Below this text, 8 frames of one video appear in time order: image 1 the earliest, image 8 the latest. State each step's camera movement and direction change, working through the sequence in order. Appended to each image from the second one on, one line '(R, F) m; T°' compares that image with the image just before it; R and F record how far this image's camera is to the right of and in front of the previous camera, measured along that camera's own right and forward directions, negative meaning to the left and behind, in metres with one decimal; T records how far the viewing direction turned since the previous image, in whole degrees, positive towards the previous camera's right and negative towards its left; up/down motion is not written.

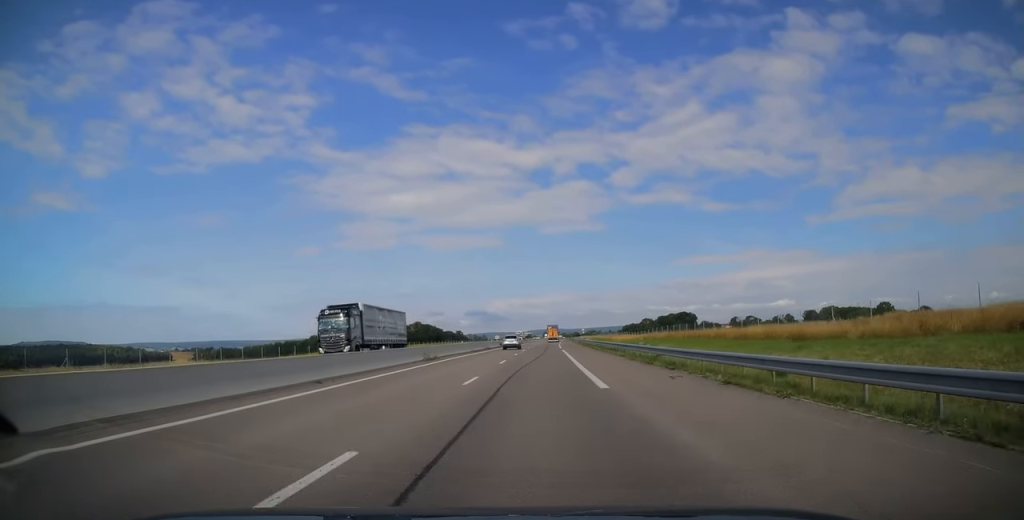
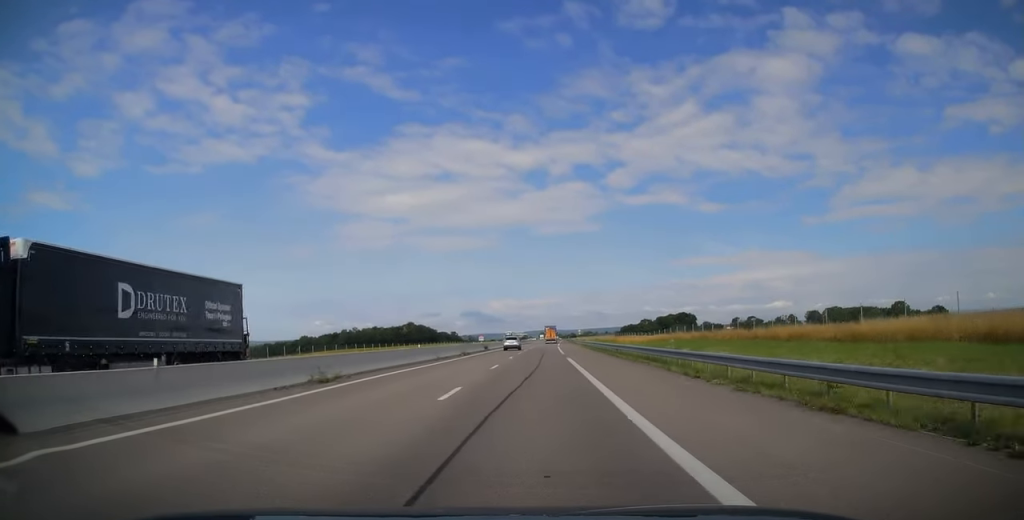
(+0.2, +16.7) m; +1°
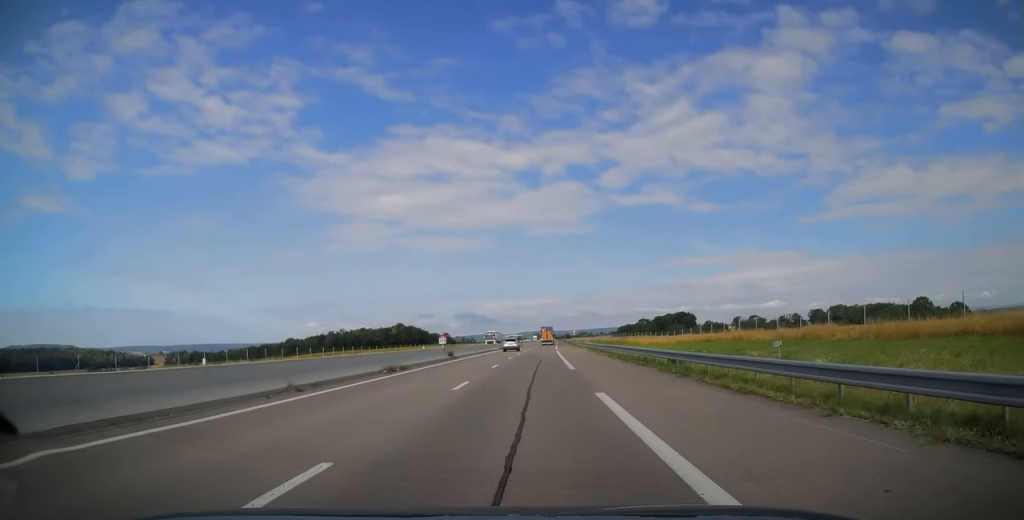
(+0.1, +22.6) m; 0°
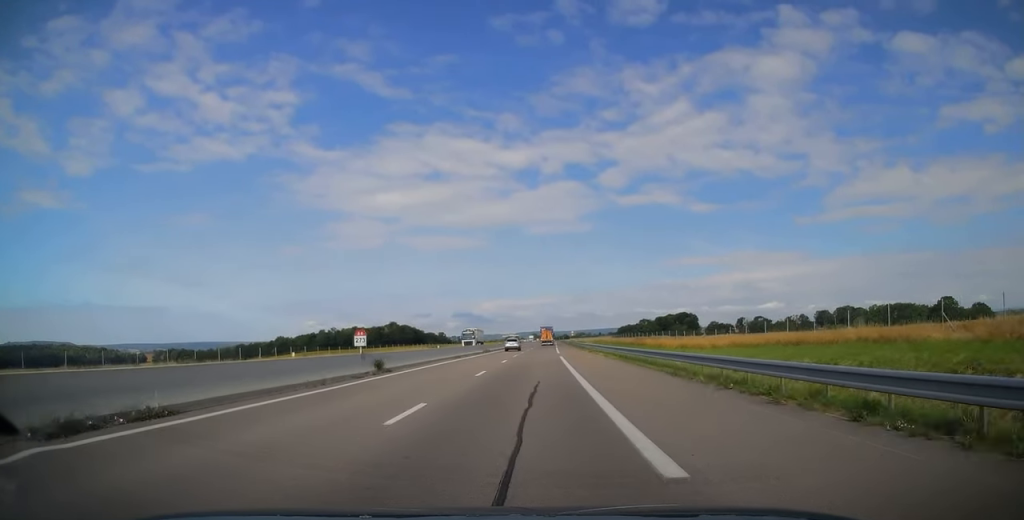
(0.0, +19.6) m; 0°
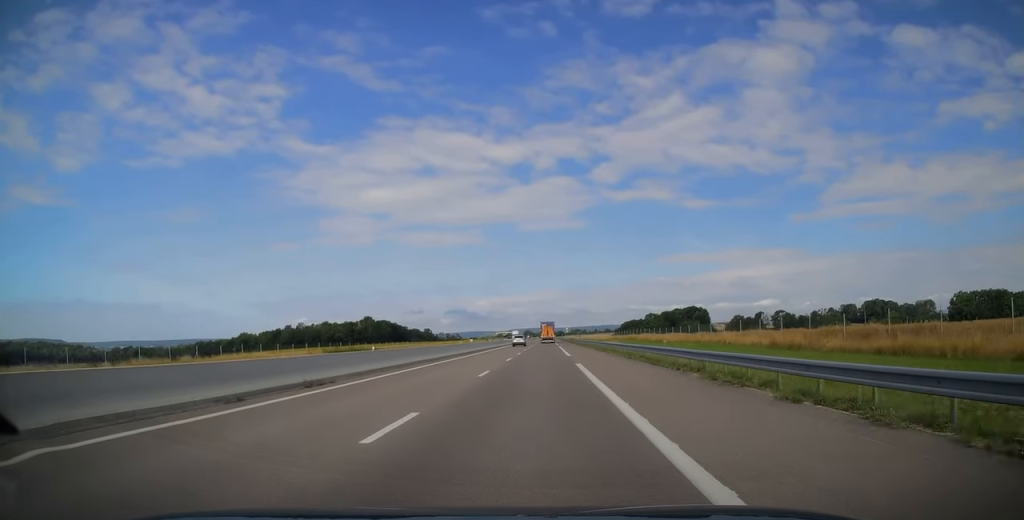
(+0.5, +66.8) m; +1°
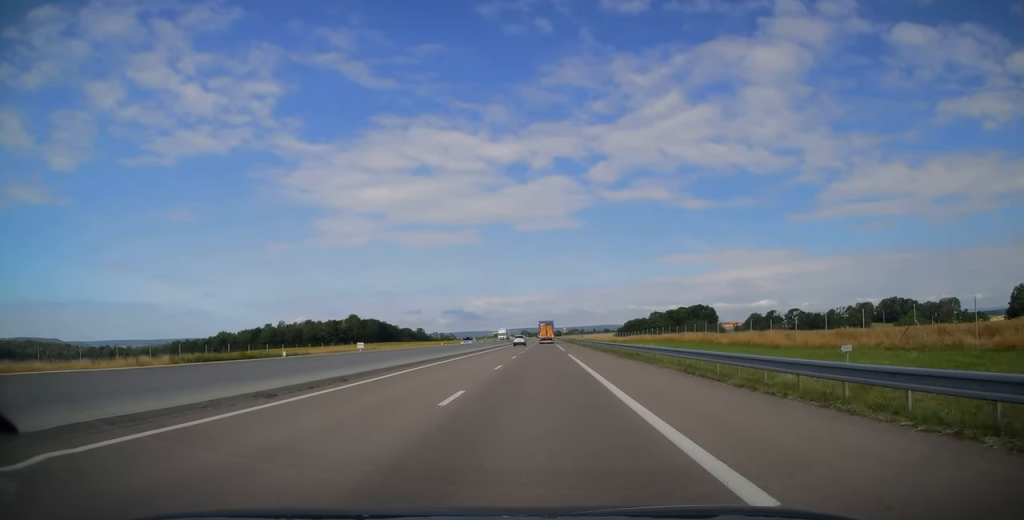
(+0.3, +34.4) m; 0°
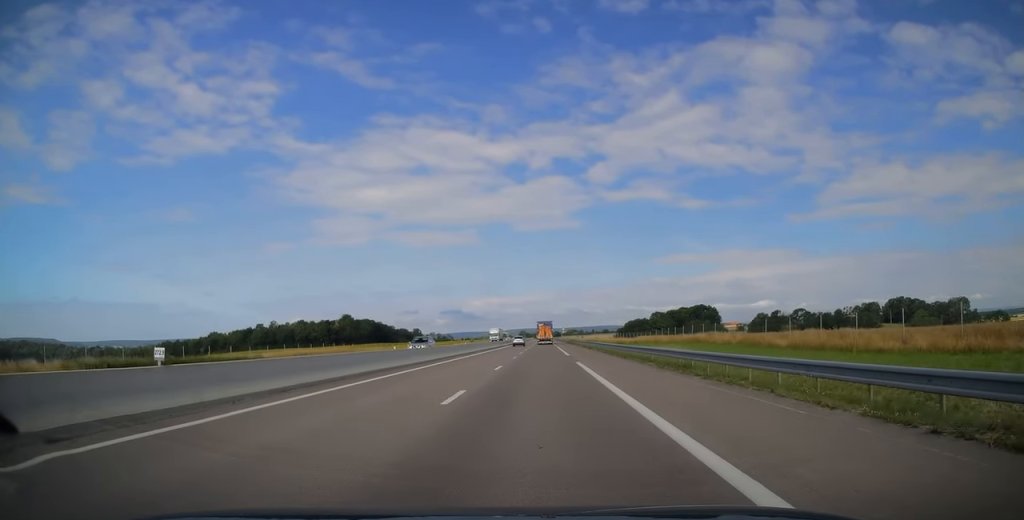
(0.0, +12.8) m; 0°
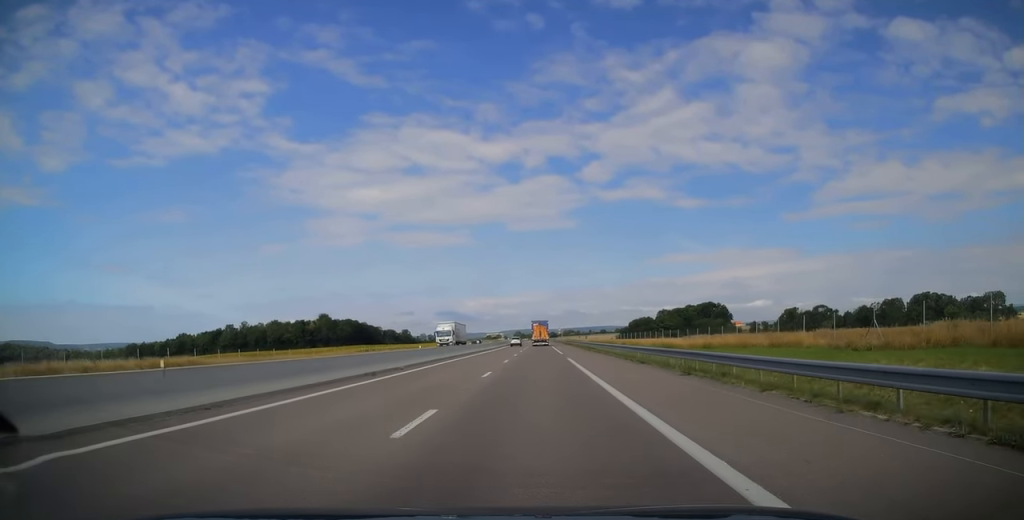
(-0.2, +42.7) m; +1°
